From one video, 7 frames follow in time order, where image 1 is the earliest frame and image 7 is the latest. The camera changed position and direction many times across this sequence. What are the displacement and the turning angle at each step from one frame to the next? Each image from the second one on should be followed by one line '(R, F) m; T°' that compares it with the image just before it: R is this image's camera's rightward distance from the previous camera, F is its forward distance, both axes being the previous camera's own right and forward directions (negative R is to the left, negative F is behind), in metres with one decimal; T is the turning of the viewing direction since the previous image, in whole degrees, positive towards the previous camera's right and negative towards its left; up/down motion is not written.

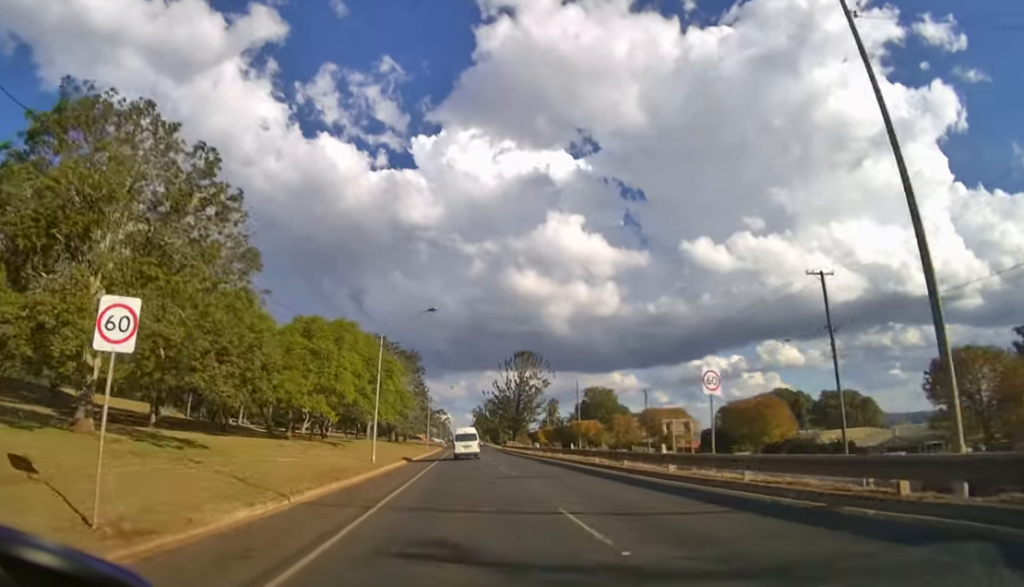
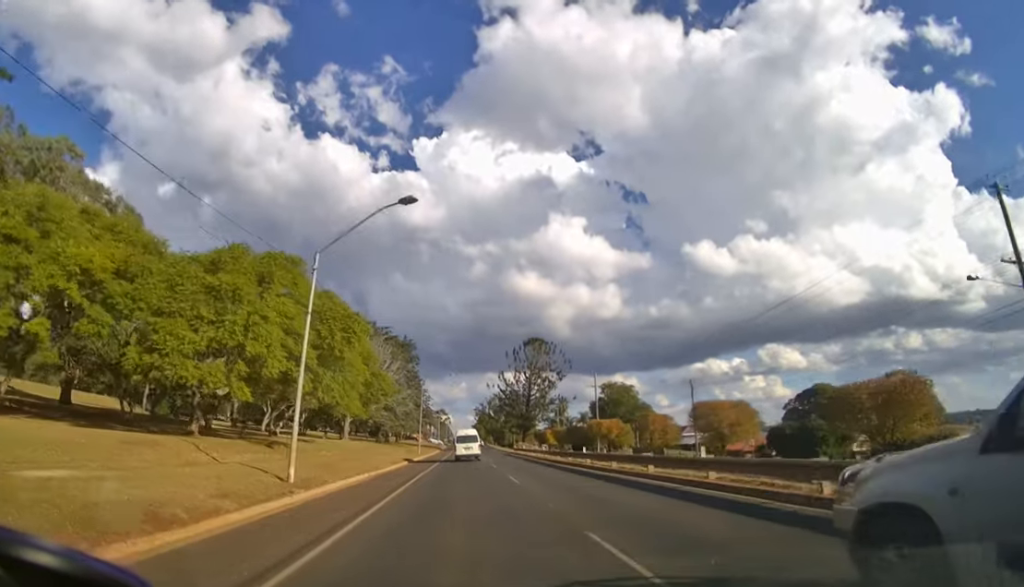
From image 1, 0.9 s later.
(0.0, +12.7) m; 0°
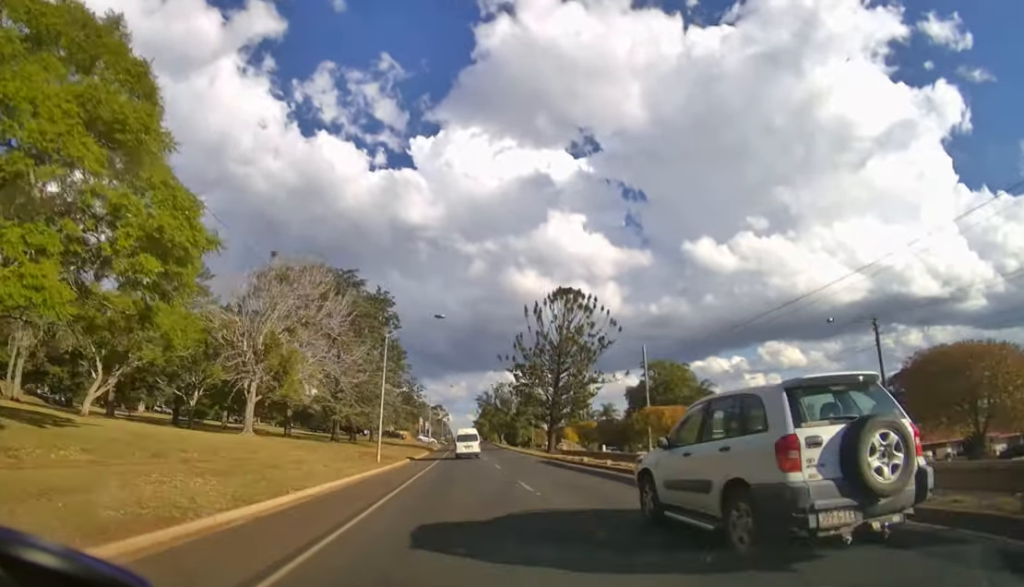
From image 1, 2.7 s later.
(+0.1, +26.2) m; 0°
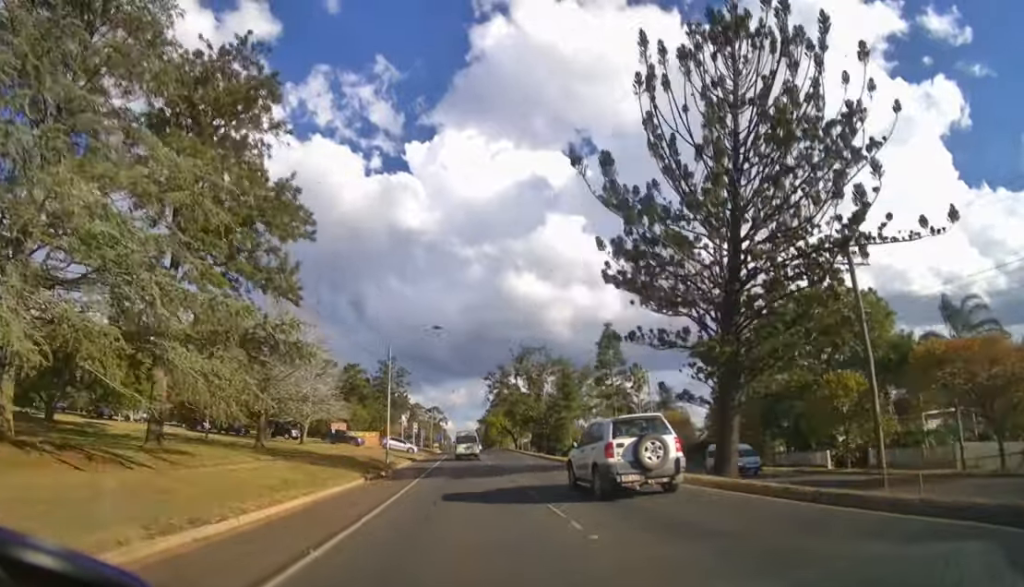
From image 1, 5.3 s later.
(0.0, +40.2) m; 0°
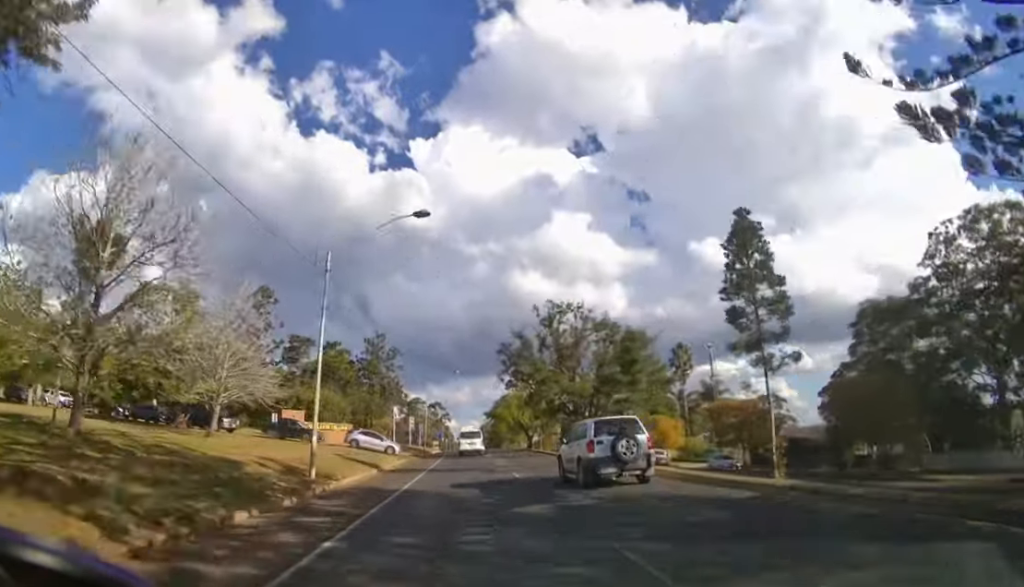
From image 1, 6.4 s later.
(-0.1, +17.7) m; 0°
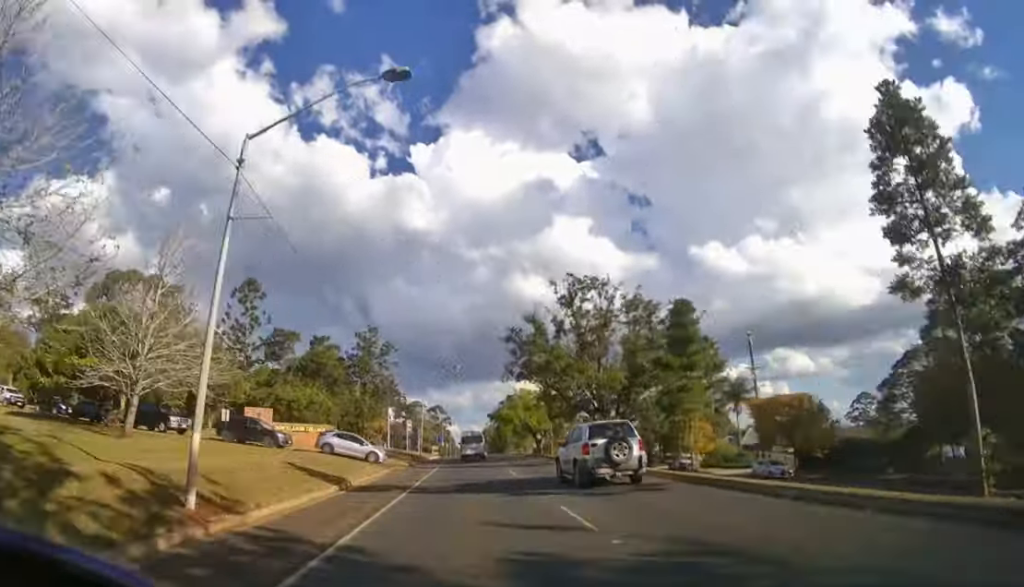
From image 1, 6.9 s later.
(0.0, +7.6) m; 0°
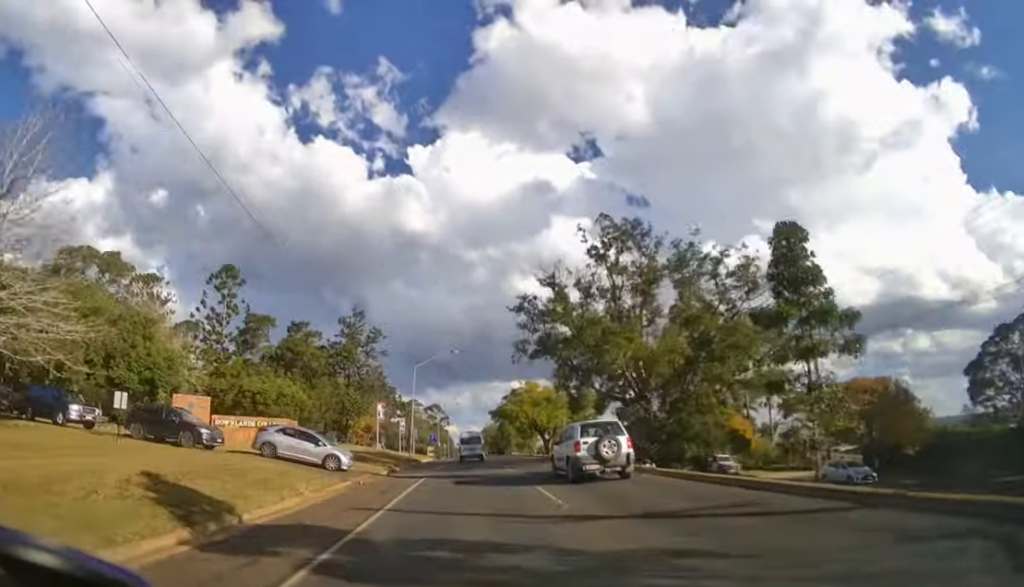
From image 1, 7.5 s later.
(0.0, +9.4) m; 0°
